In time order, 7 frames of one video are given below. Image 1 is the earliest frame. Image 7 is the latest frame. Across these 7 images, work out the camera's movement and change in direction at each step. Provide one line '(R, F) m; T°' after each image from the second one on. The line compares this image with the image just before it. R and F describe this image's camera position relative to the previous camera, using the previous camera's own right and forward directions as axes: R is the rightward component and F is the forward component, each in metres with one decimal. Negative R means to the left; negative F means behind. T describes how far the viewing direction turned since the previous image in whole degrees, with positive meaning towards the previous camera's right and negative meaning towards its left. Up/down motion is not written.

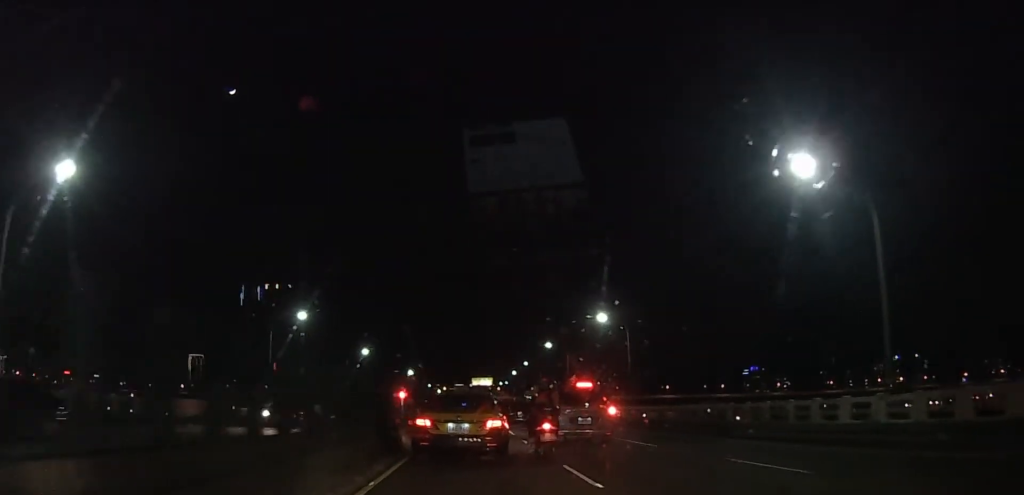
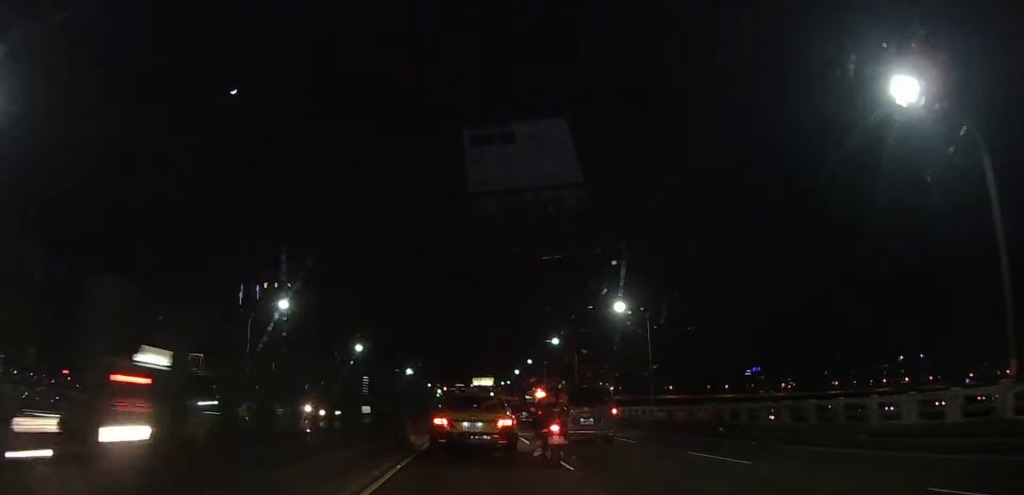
(0.0, +7.1) m; 0°
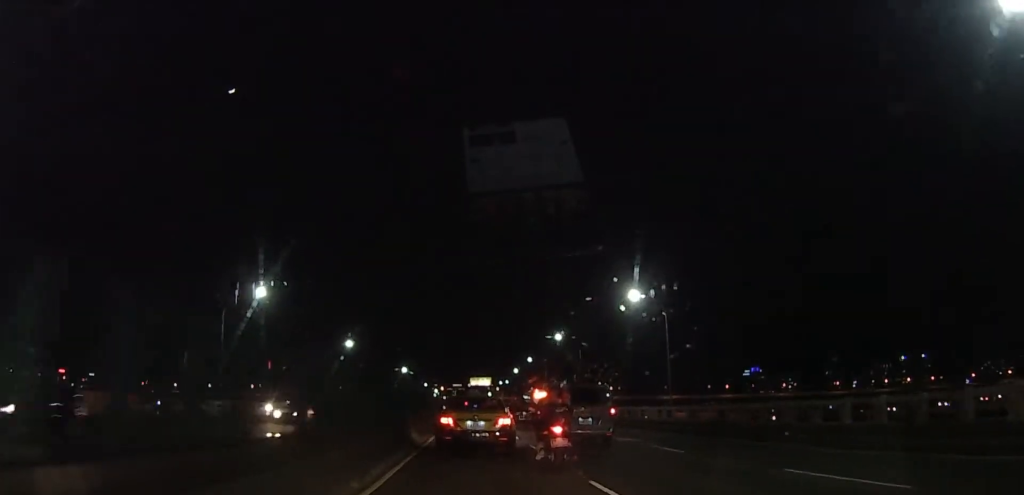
(0.0, +5.7) m; 0°
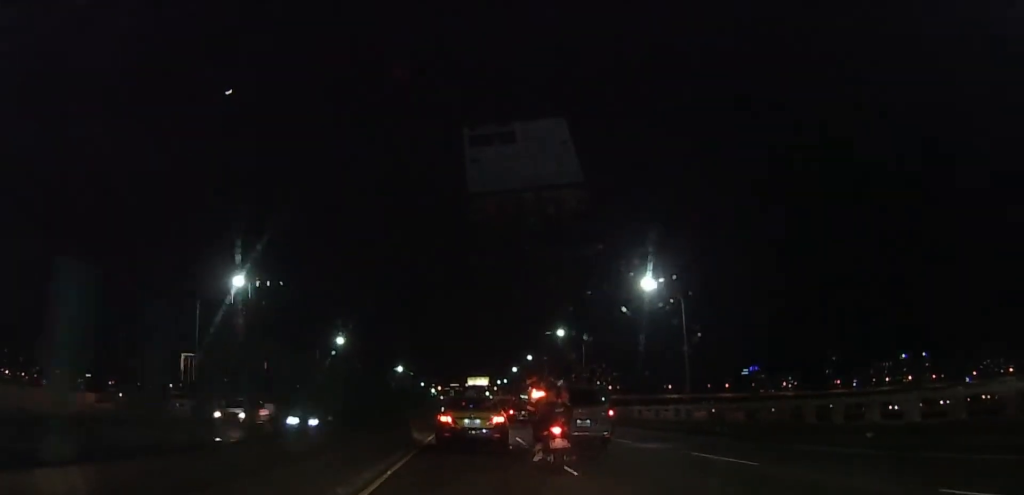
(0.0, +4.7) m; 0°
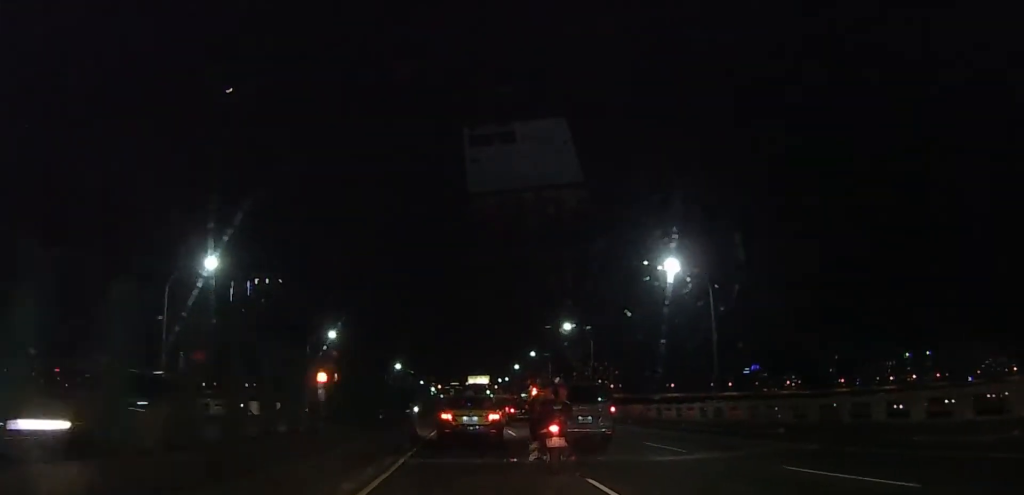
(0.0, +5.4) m; 0°
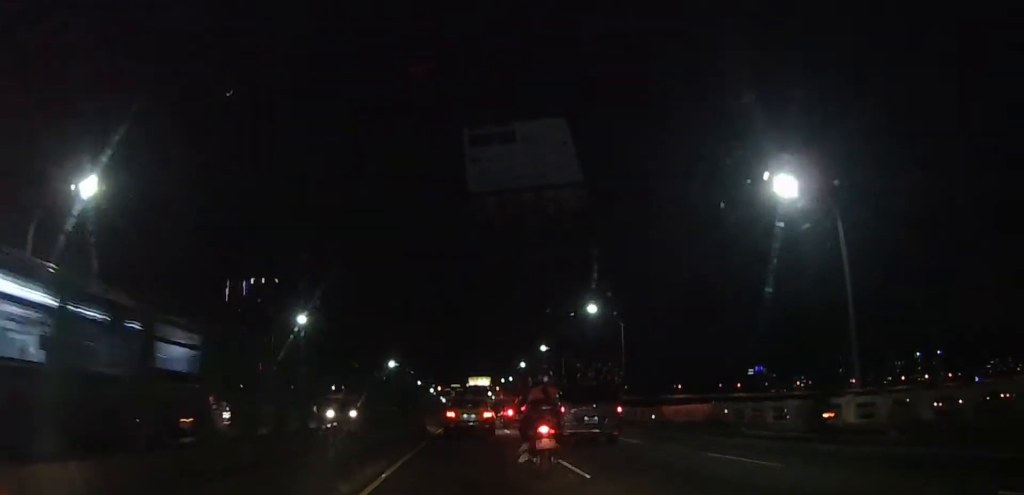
(0.0, +15.3) m; 0°
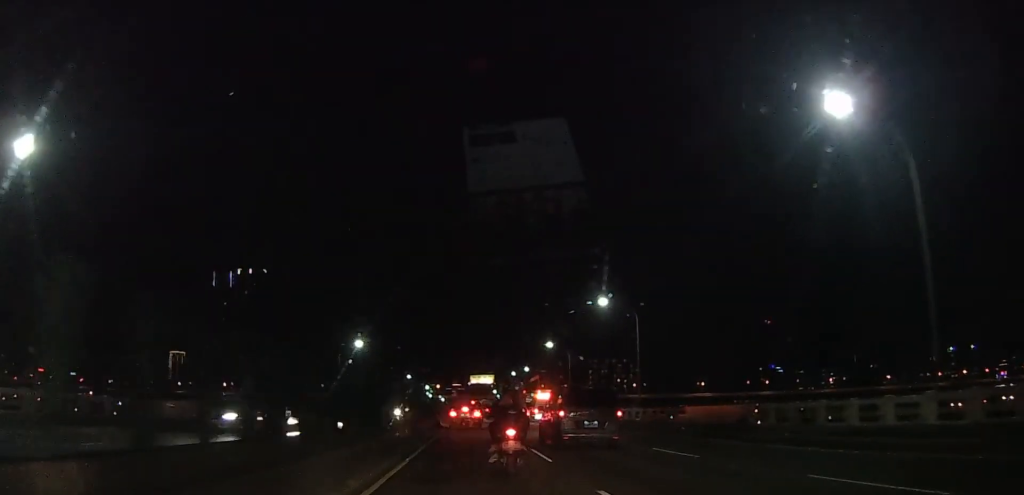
(0.0, +44.9) m; -1°
